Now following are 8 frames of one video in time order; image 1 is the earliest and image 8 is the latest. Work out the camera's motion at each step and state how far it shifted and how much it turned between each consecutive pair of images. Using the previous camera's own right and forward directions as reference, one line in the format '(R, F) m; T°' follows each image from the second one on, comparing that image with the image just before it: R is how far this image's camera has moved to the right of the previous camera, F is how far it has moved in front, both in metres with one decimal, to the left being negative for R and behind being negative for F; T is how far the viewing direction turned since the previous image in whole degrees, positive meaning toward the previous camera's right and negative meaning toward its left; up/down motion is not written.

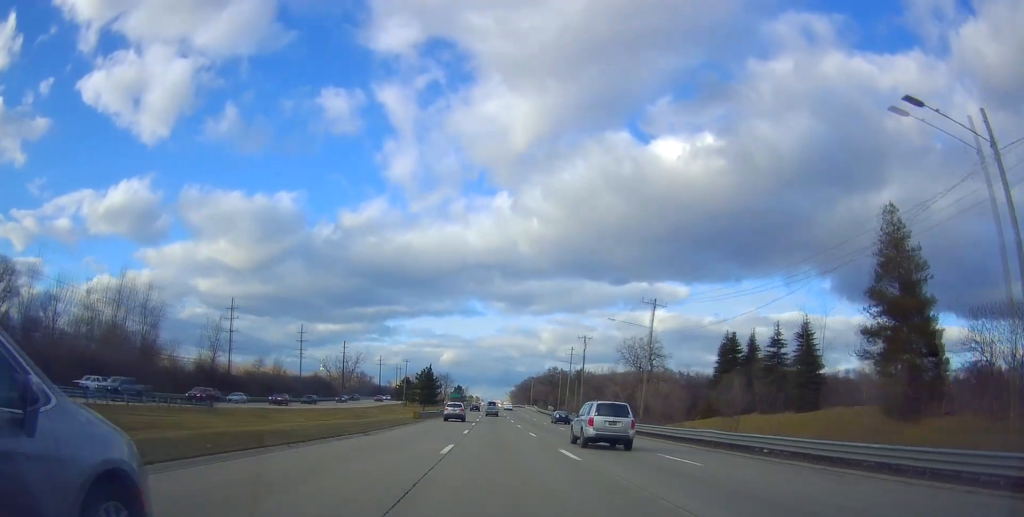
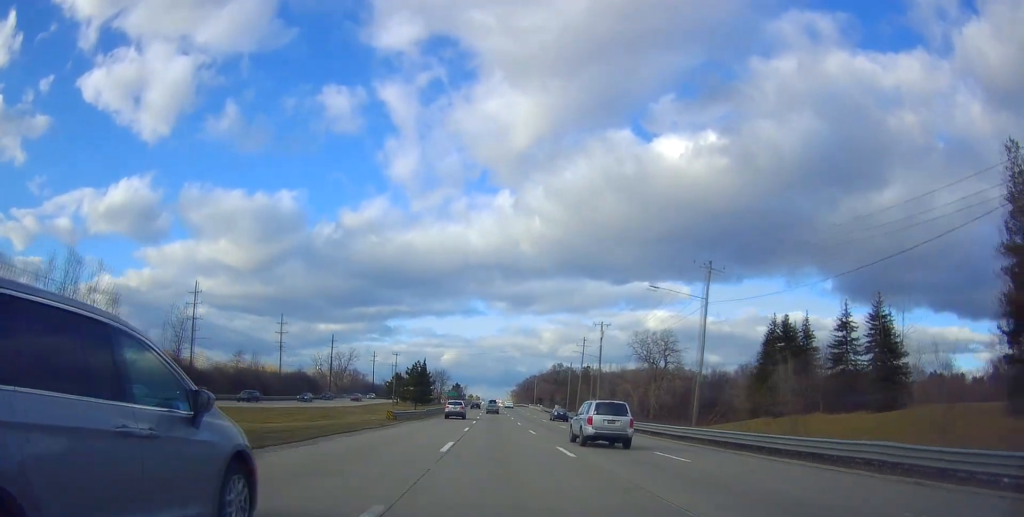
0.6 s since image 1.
(-0.5, +14.5) m; -1°
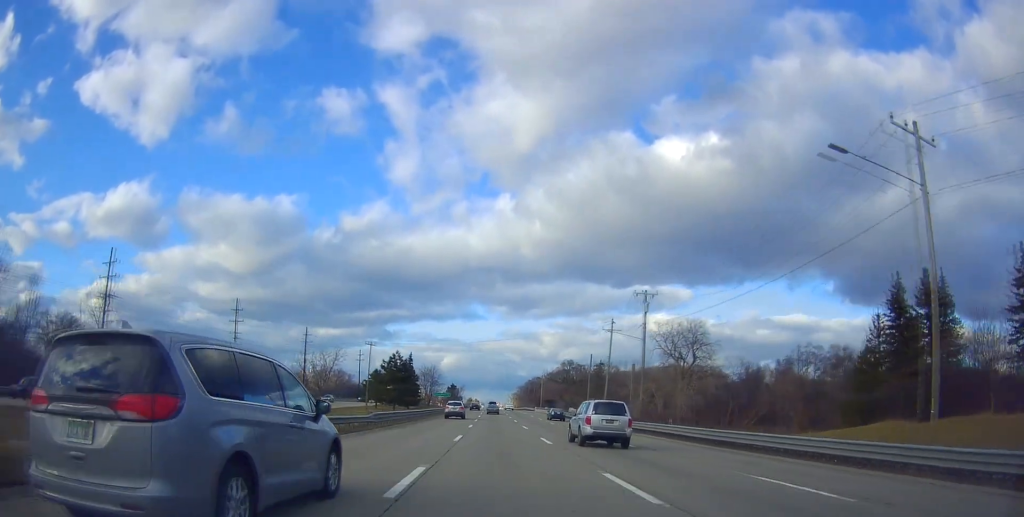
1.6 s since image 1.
(-0.3, +24.1) m; 0°
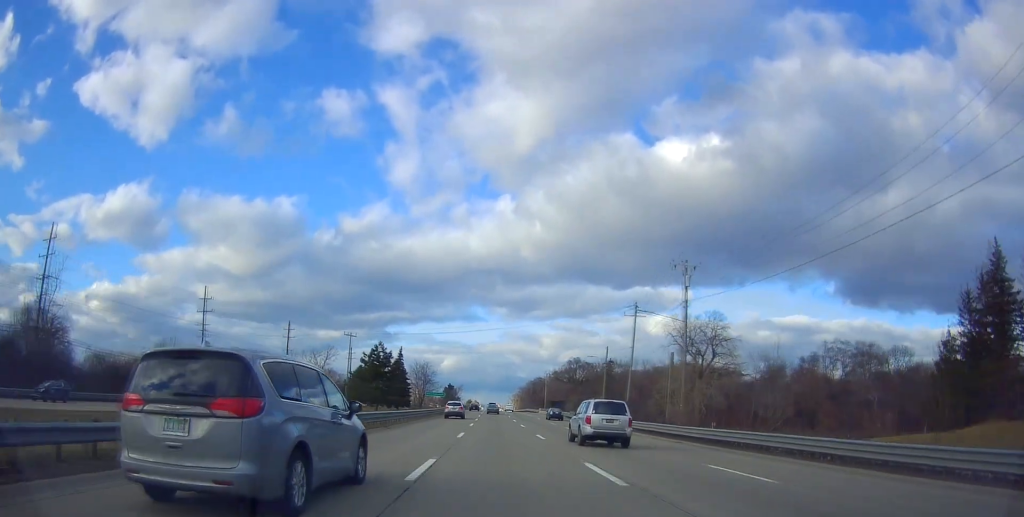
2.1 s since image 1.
(0.0, +12.9) m; 0°
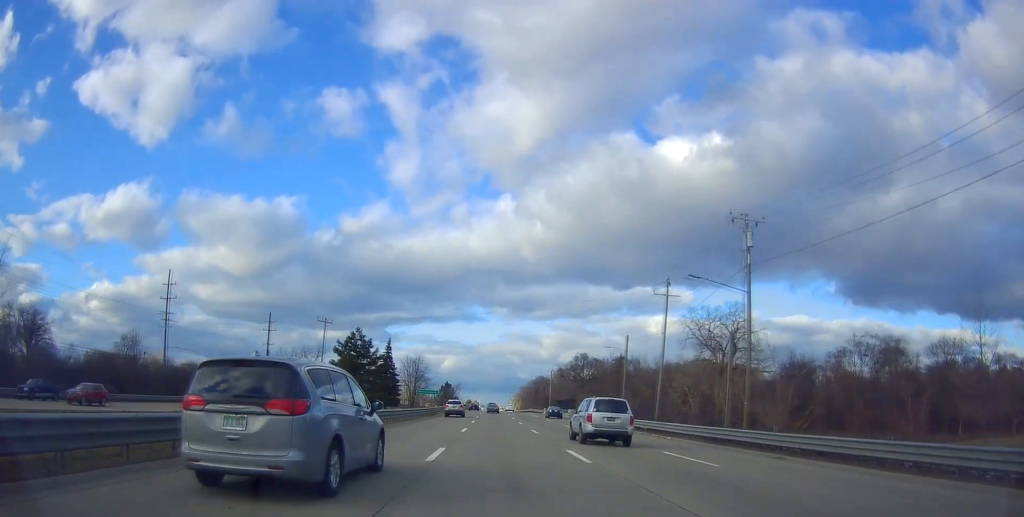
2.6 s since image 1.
(+0.3, +12.1) m; -1°
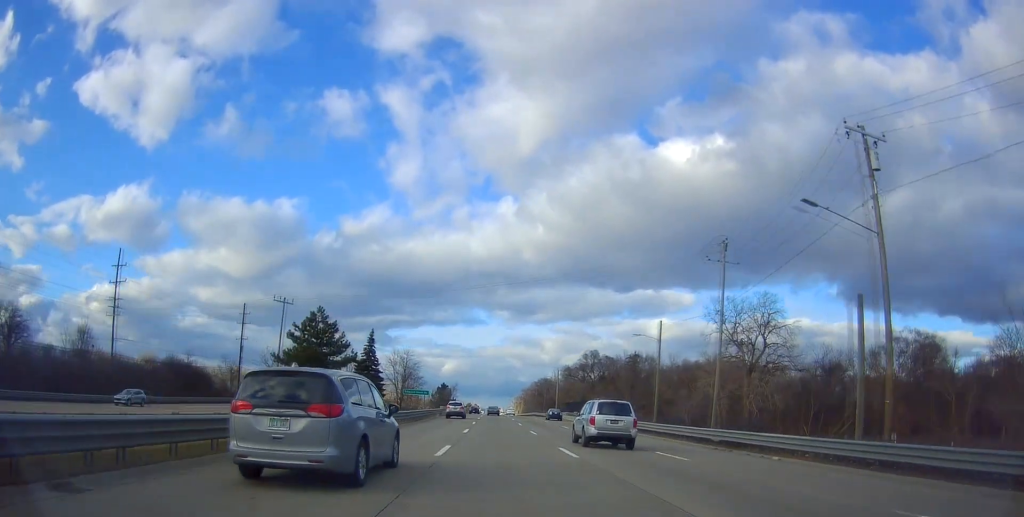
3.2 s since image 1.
(0.0, +13.7) m; -1°
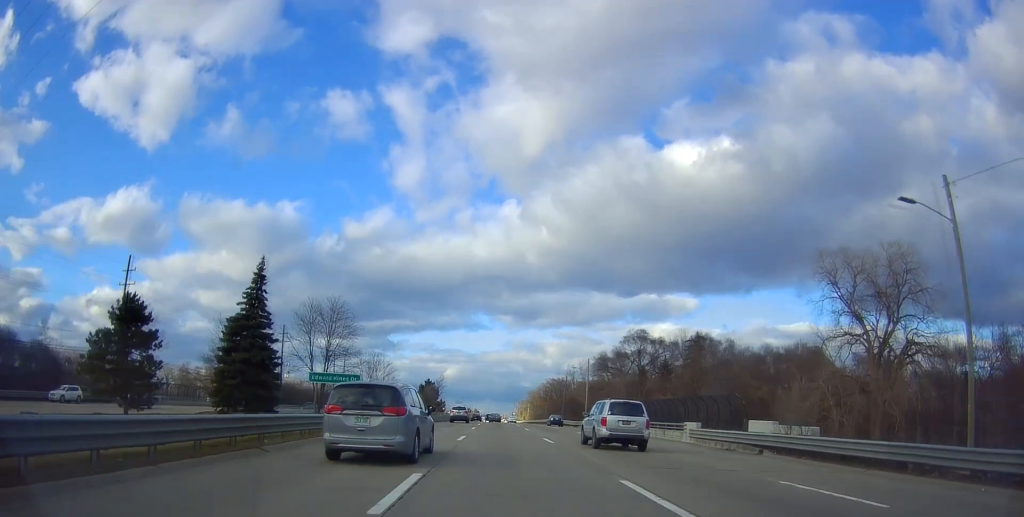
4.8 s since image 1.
(0.0, +39.7) m; +2°
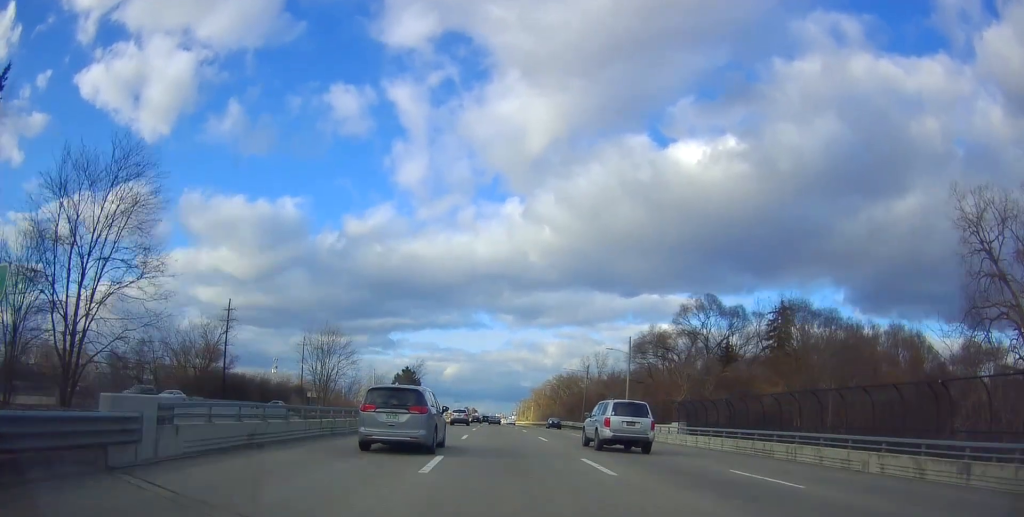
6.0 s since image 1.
(-0.2, +28.3) m; -1°
